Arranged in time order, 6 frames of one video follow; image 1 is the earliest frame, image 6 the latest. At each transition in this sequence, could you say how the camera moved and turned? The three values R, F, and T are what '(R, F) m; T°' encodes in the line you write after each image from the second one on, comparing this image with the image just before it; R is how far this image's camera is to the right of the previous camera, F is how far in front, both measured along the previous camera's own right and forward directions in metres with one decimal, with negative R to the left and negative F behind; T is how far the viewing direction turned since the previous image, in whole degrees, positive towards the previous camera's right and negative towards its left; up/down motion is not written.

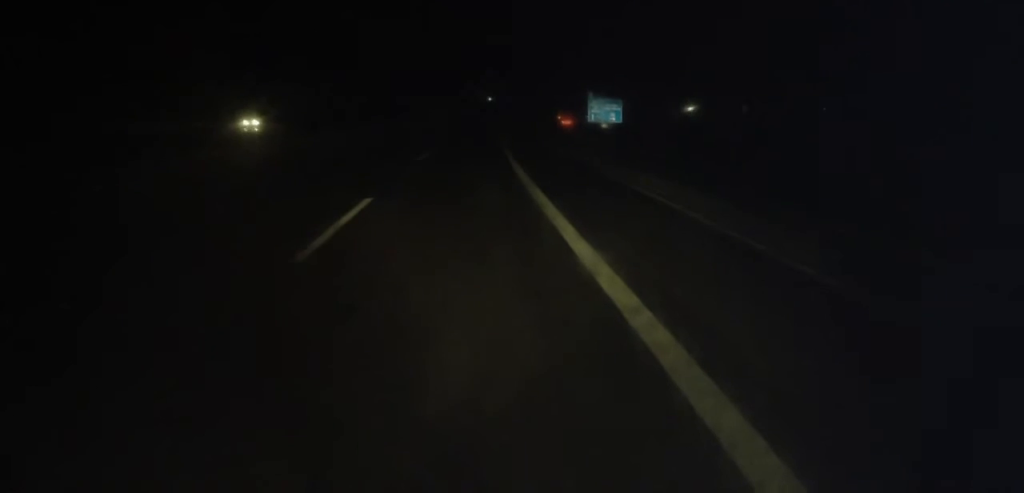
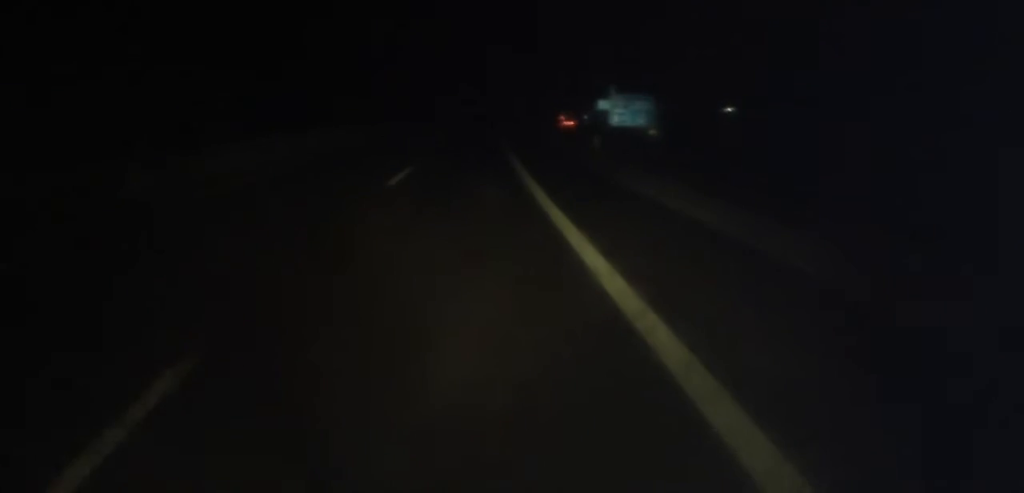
(+0.3, +27.3) m; +1°
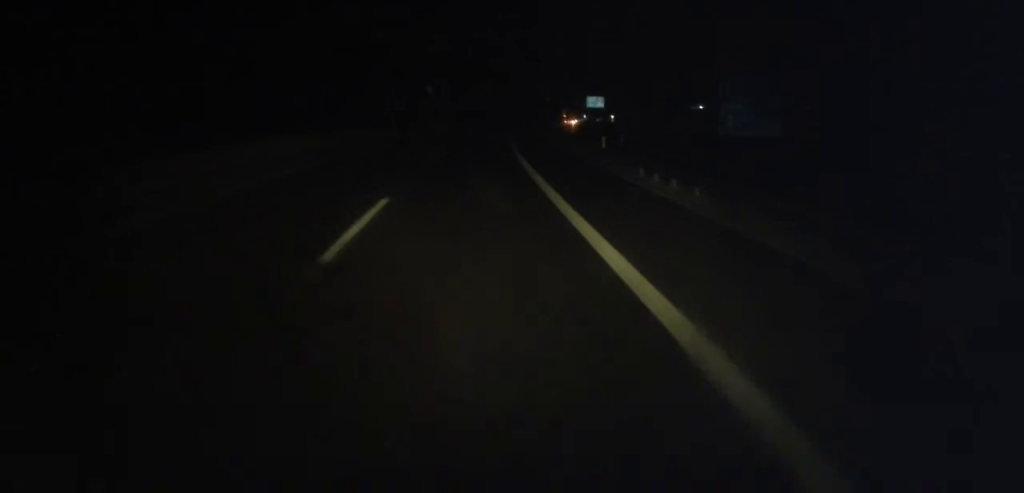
(+0.8, +44.6) m; +3°
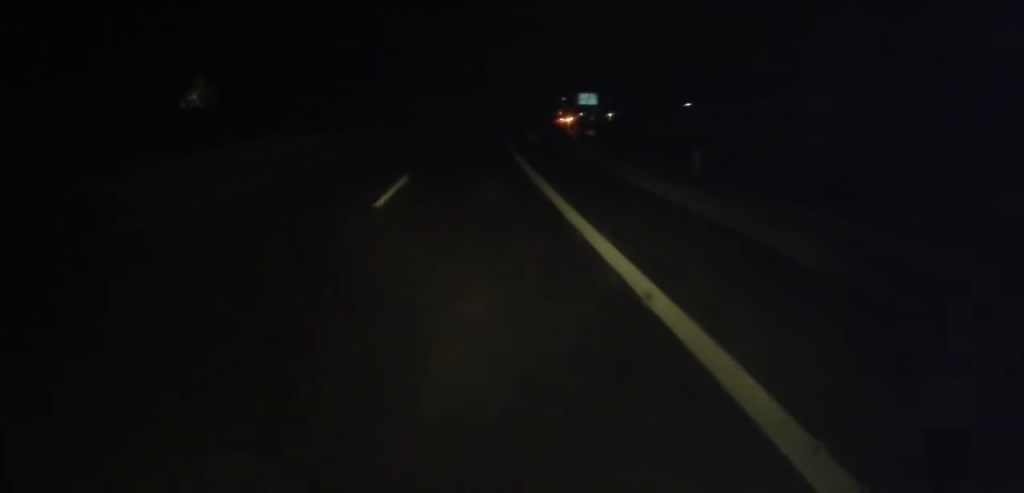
(+0.1, +13.1) m; +1°
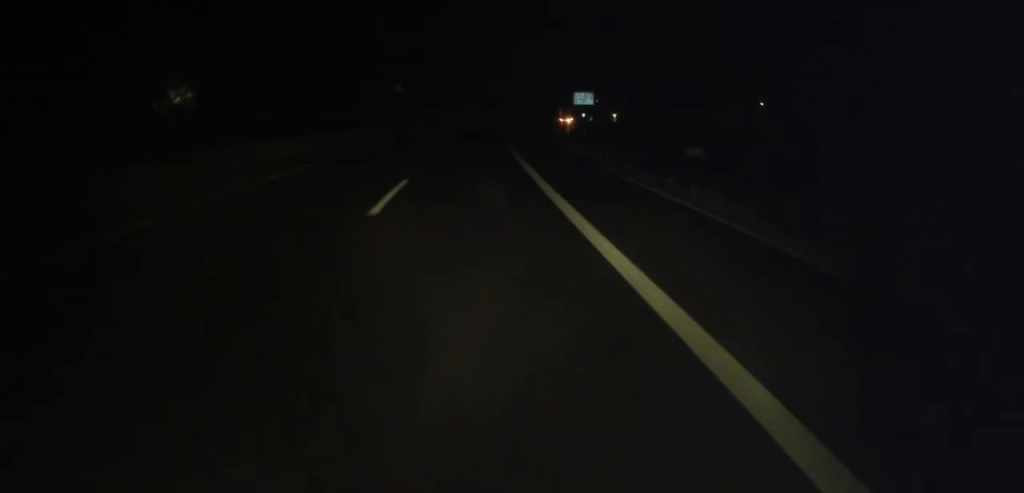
(+0.4, +18.9) m; +1°
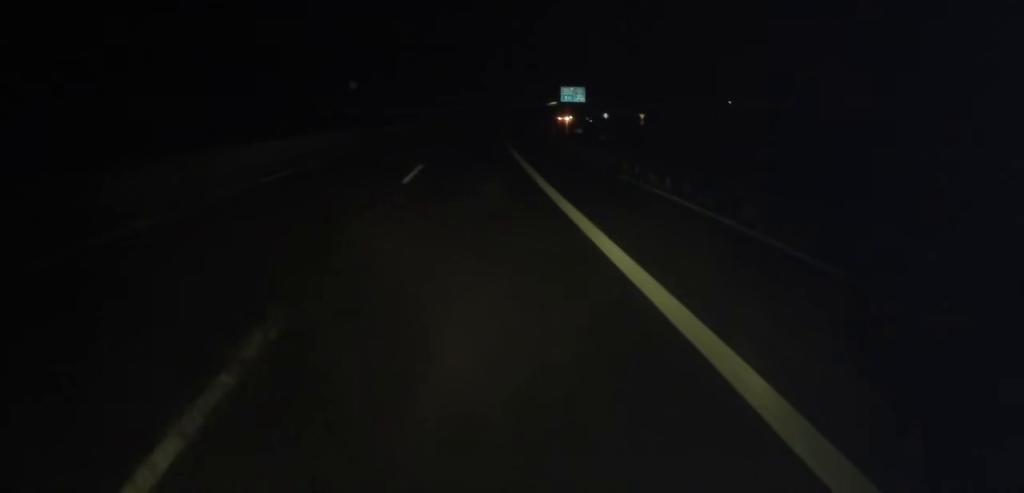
(+1.0, +48.5) m; +3°
